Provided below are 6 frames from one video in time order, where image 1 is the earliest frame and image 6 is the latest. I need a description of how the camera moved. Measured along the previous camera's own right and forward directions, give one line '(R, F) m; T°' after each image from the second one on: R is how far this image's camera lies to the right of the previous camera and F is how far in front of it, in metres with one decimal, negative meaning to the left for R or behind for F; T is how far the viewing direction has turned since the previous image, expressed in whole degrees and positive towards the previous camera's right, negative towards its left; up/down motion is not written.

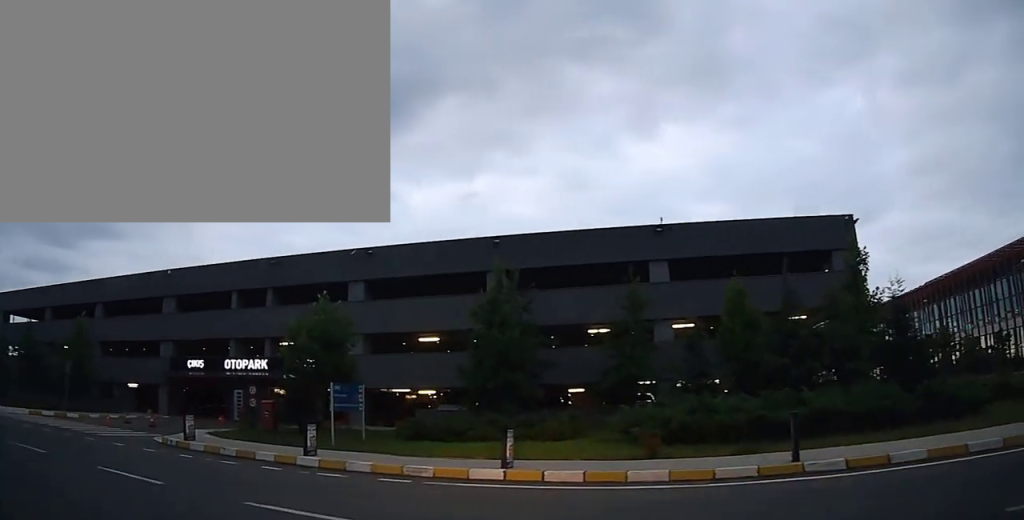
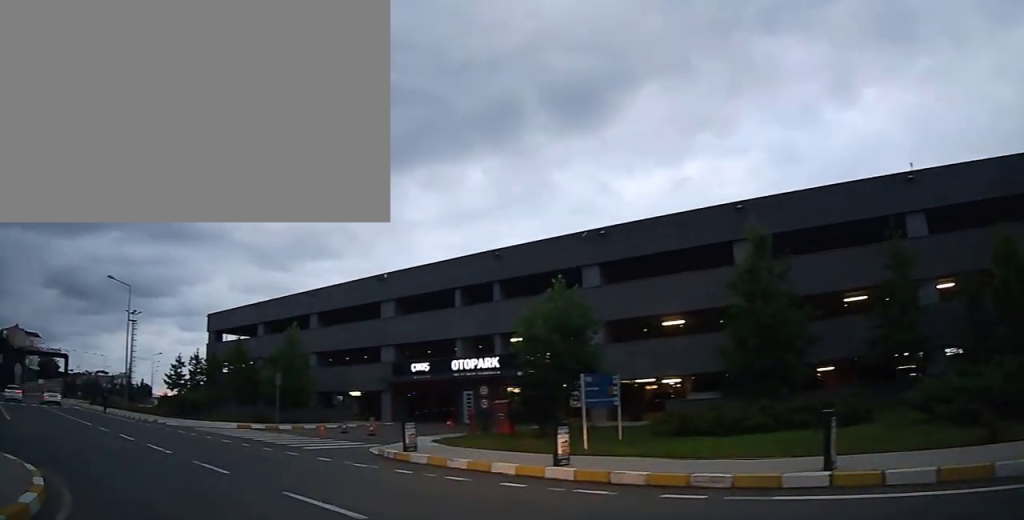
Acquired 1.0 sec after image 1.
(-0.4, +3.4) m; -15°
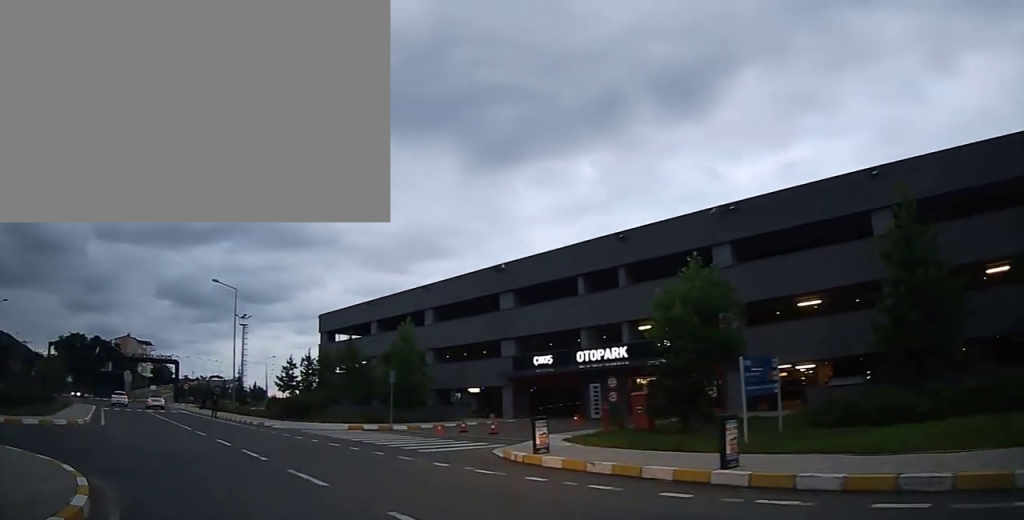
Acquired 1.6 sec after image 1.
(-0.1, +2.1) m; -9°
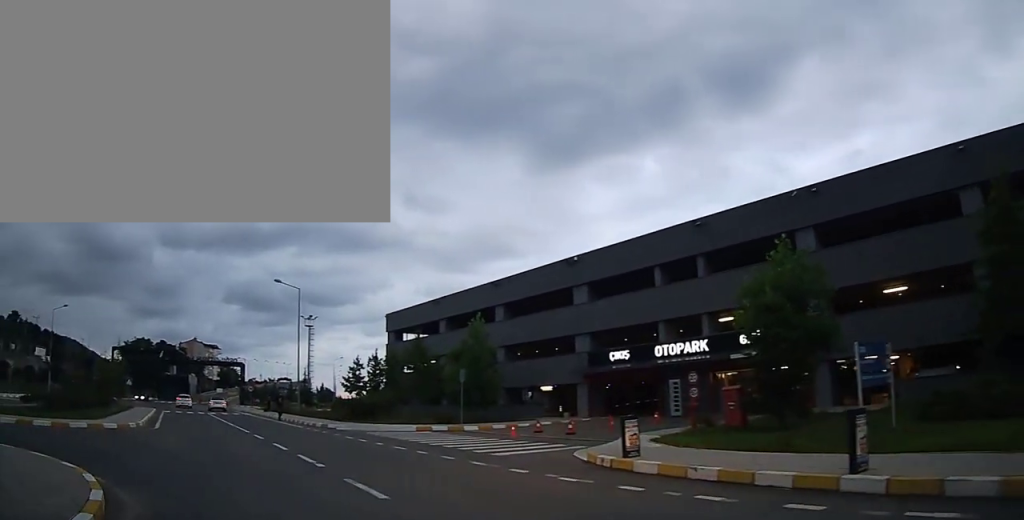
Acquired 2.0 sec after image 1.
(-0.1, +1.6) m; -6°
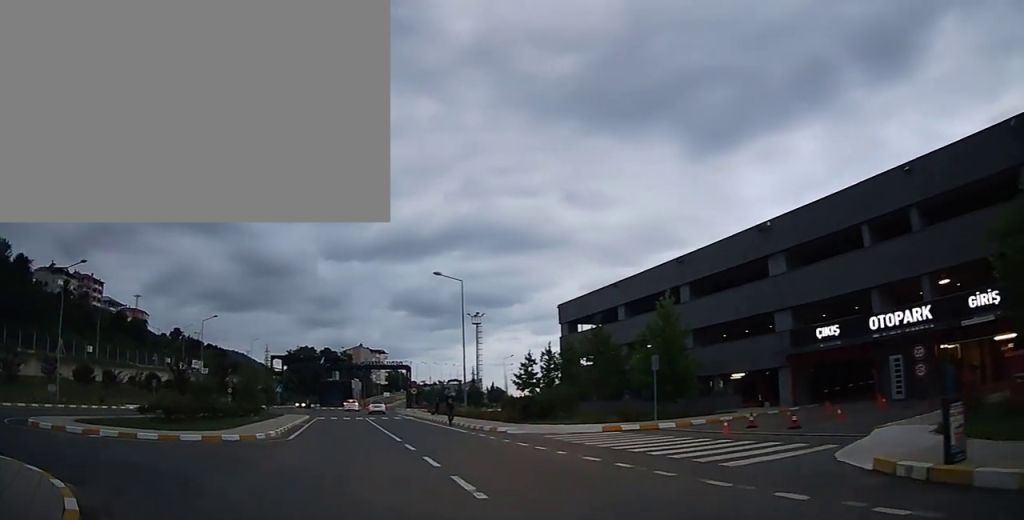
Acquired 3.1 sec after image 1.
(-0.6, +4.7) m; -17°
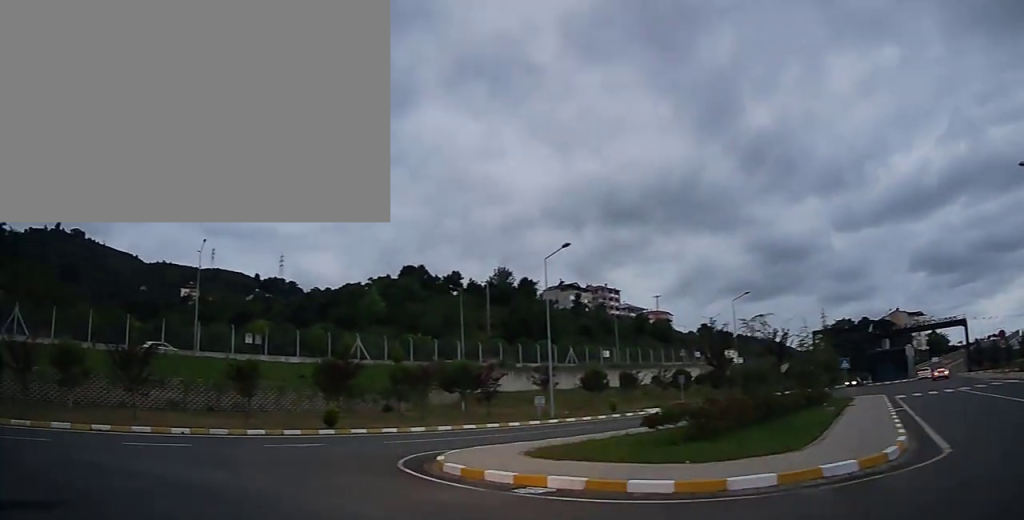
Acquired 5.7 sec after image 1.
(-4.9, +9.9) m; -59°
